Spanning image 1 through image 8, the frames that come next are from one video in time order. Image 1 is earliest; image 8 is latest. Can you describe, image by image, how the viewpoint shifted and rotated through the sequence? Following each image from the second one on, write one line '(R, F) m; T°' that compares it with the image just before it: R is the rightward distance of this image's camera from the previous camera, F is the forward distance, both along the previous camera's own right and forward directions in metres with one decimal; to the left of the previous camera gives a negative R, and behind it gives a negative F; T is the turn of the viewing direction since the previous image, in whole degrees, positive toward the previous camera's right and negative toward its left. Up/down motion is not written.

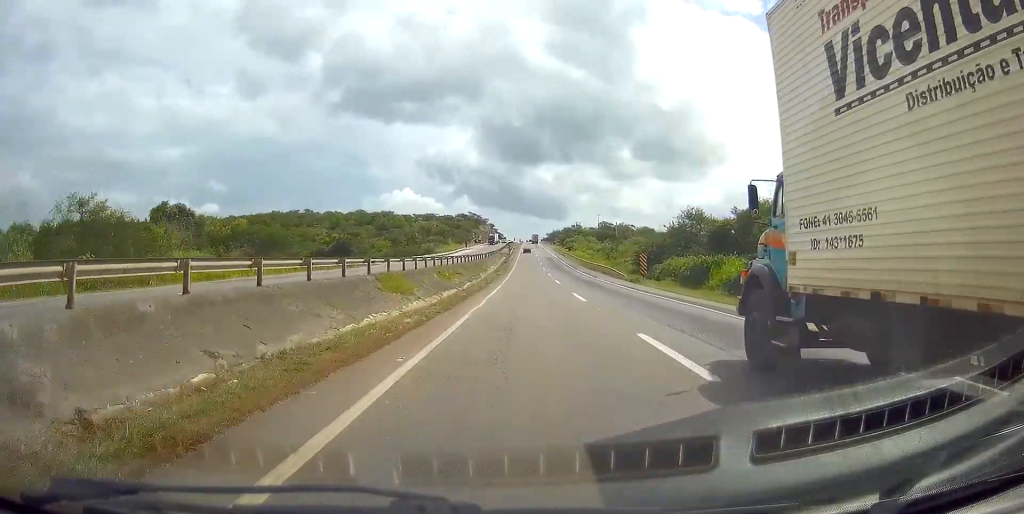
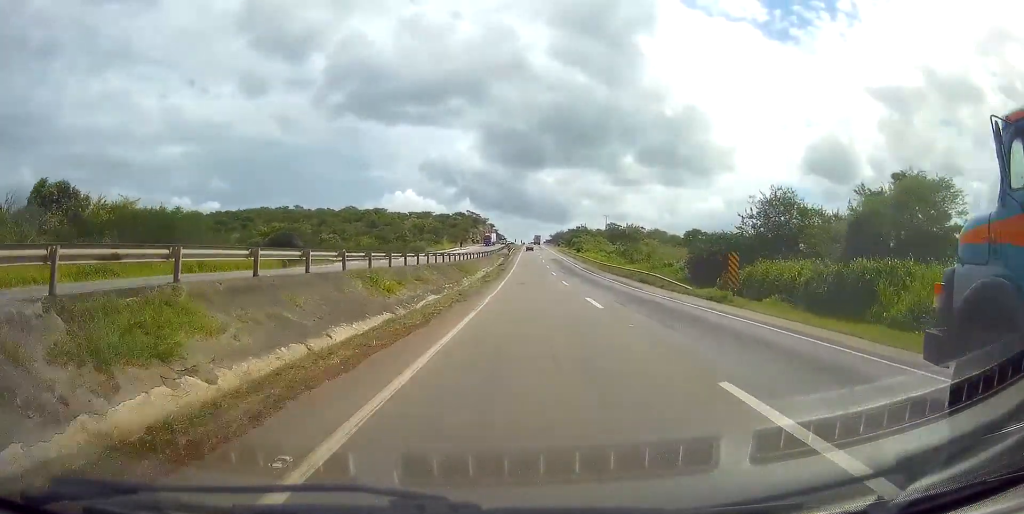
(-0.2, +20.7) m; 0°
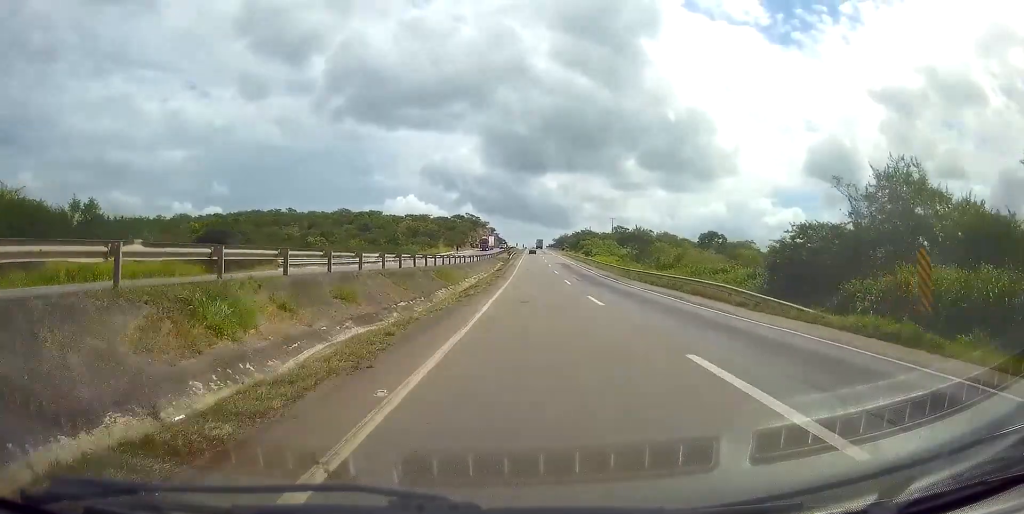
(-0.2, +14.5) m; 0°
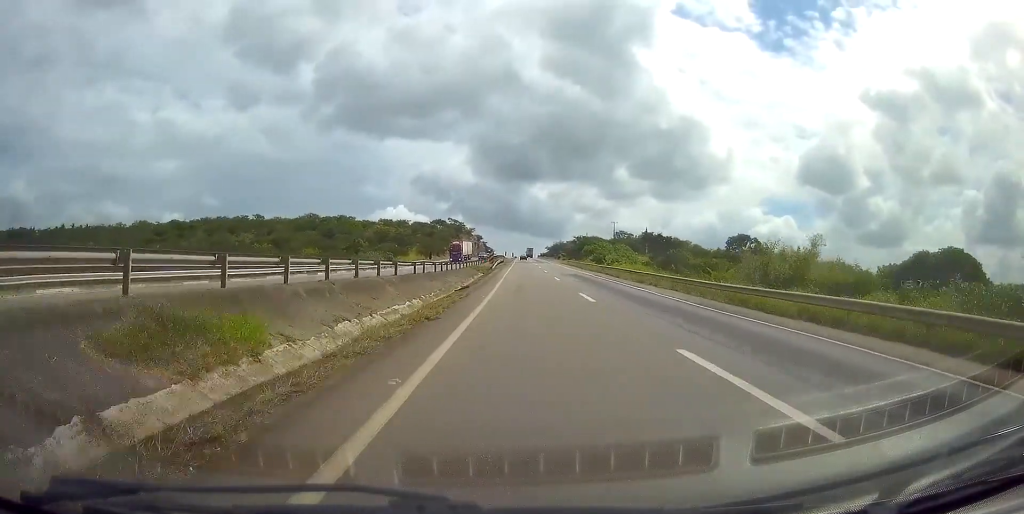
(+0.4, +31.9) m; 0°
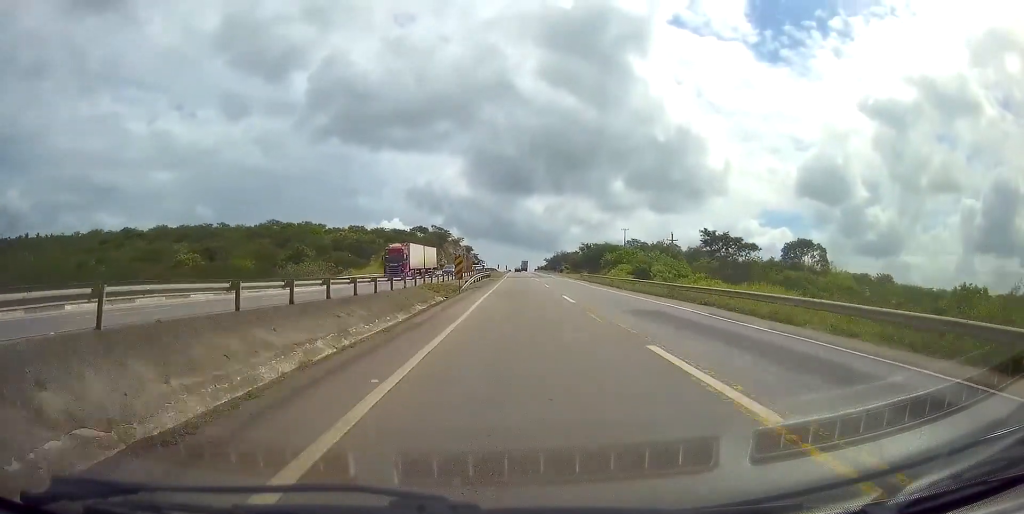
(-0.2, +34.6) m; 0°
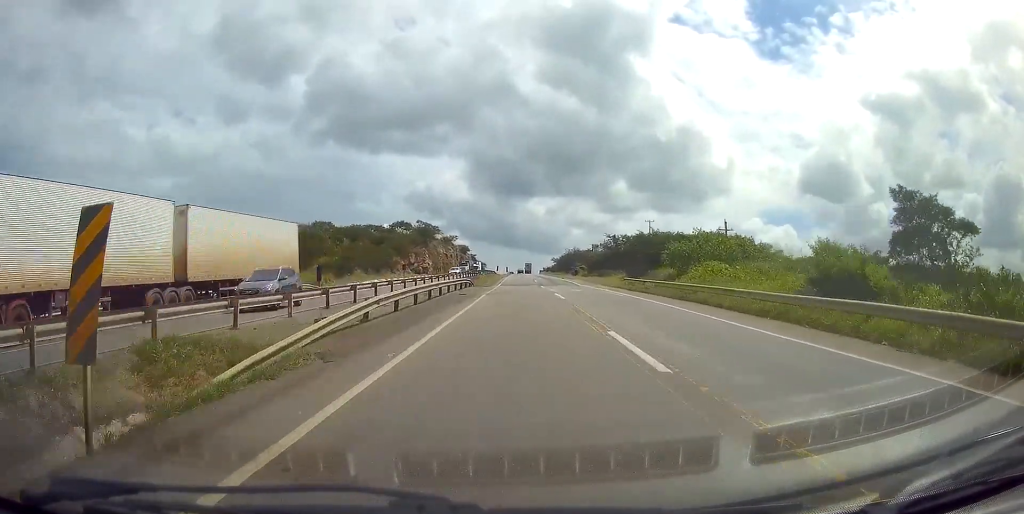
(+0.2, +36.4) m; 0°
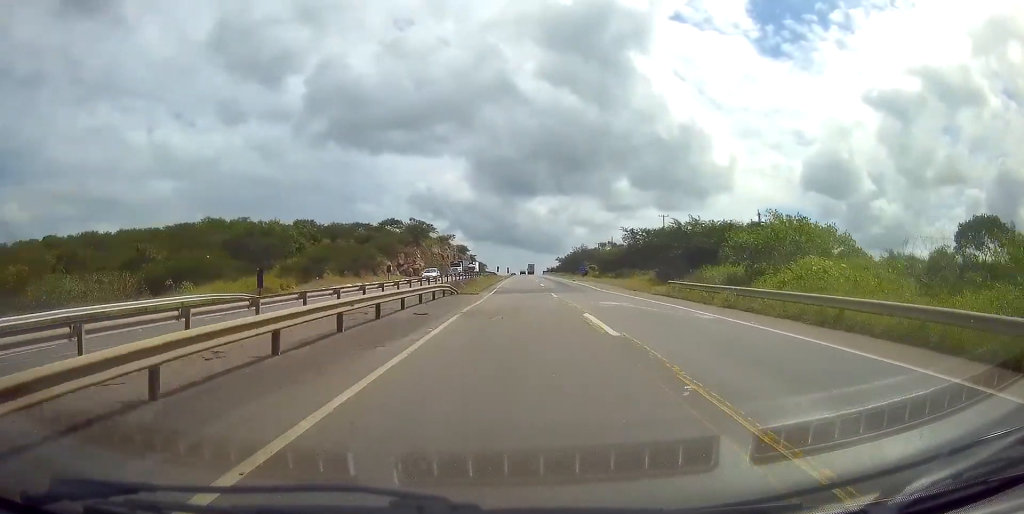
(-0.2, +15.0) m; 0°
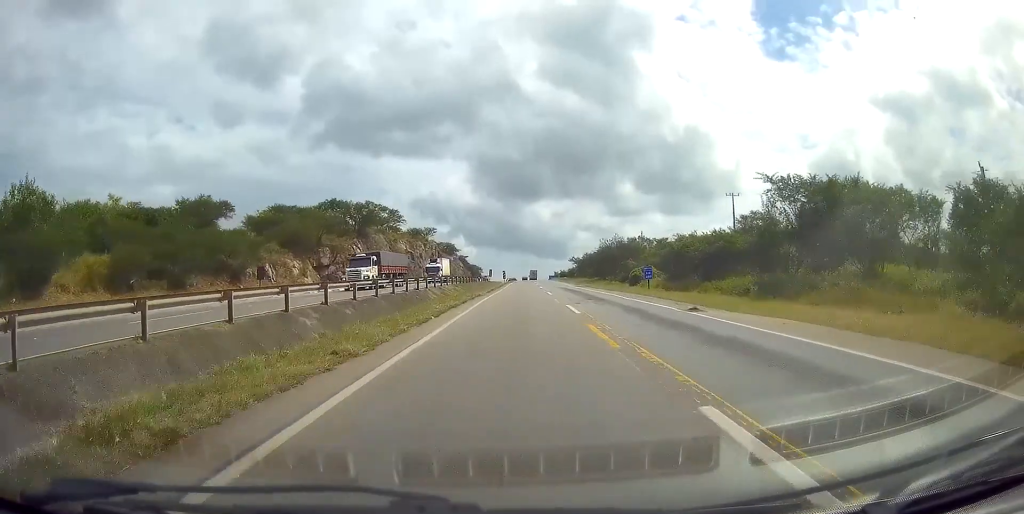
(+0.4, +50.5) m; 0°
